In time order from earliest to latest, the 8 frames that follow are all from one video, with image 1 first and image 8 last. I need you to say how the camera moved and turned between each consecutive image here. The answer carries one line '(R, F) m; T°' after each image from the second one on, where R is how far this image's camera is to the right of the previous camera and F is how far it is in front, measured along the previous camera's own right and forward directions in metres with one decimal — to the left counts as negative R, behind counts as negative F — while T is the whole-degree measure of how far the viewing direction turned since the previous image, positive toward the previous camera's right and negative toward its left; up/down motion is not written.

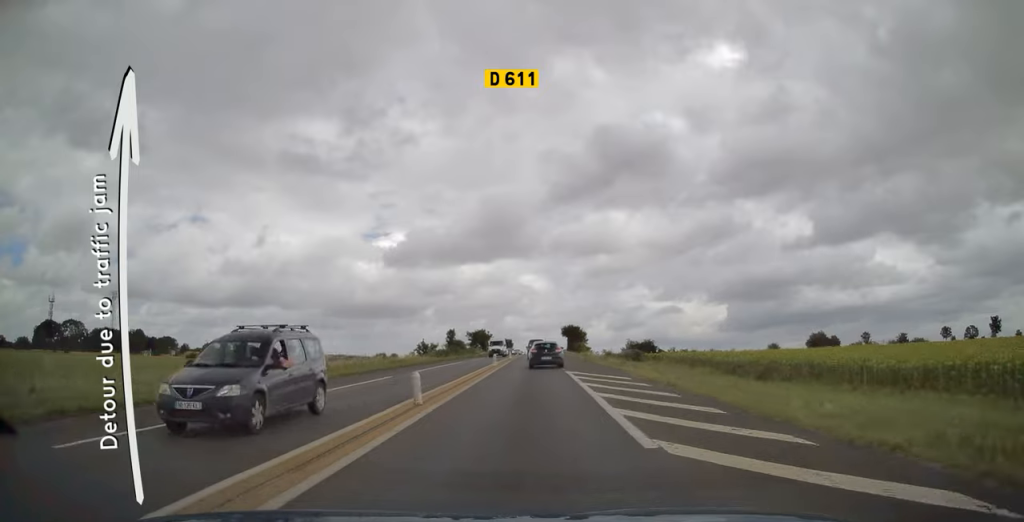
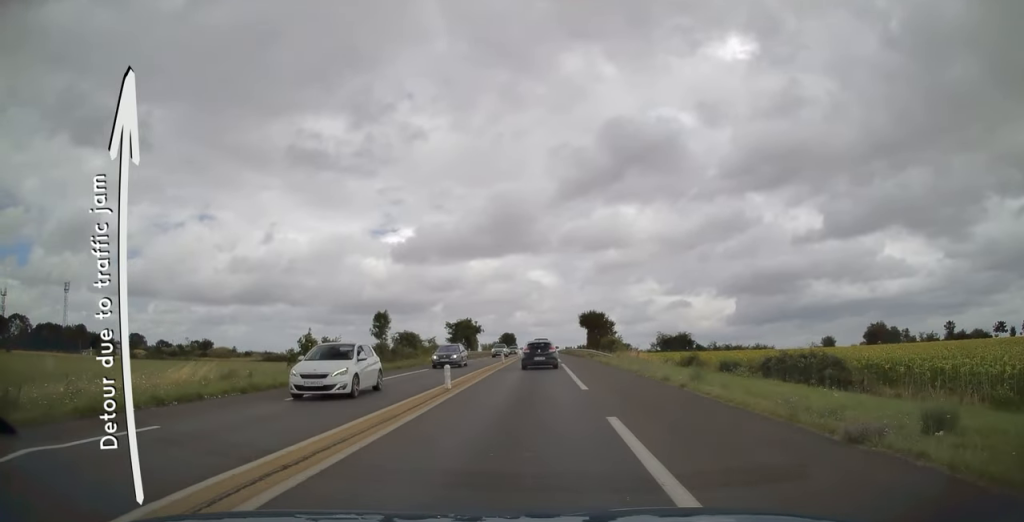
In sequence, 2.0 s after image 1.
(0.0, +43.3) m; 0°
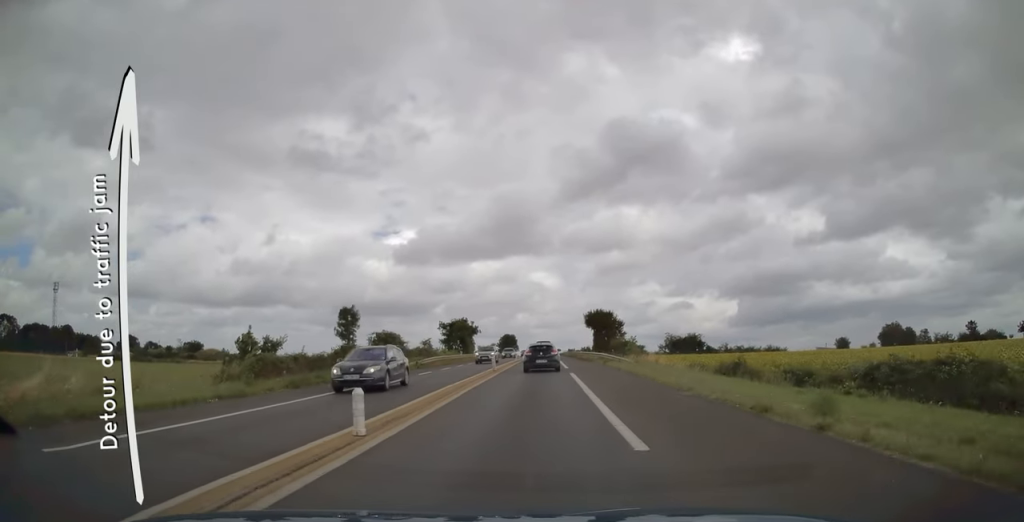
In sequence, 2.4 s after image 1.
(0.0, +9.0) m; 0°
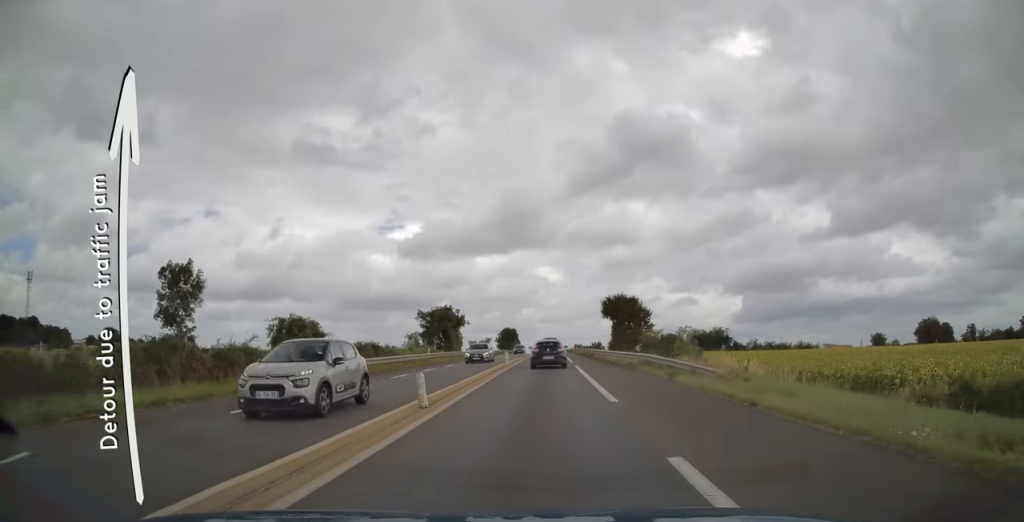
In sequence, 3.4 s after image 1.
(-0.2, +20.4) m; 0°
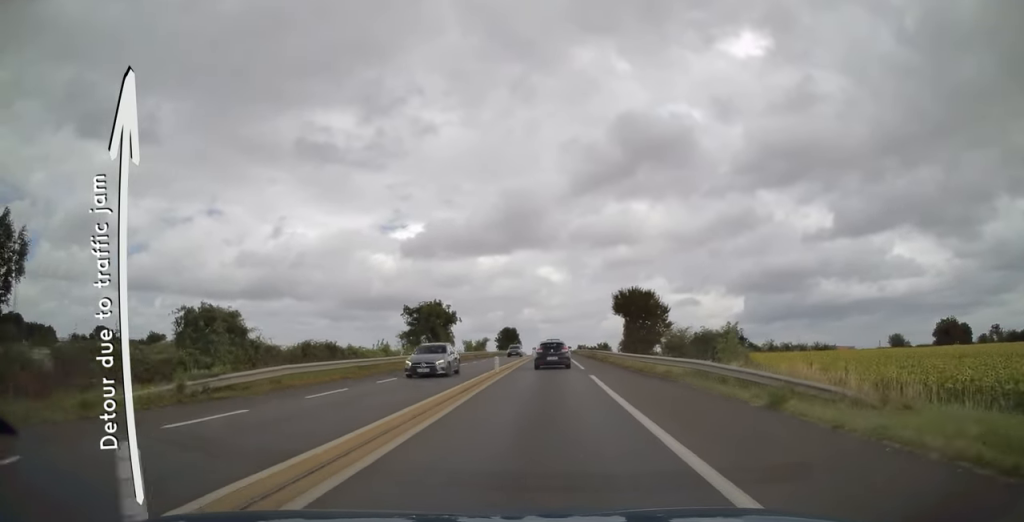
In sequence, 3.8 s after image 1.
(0.0, +9.3) m; 0°
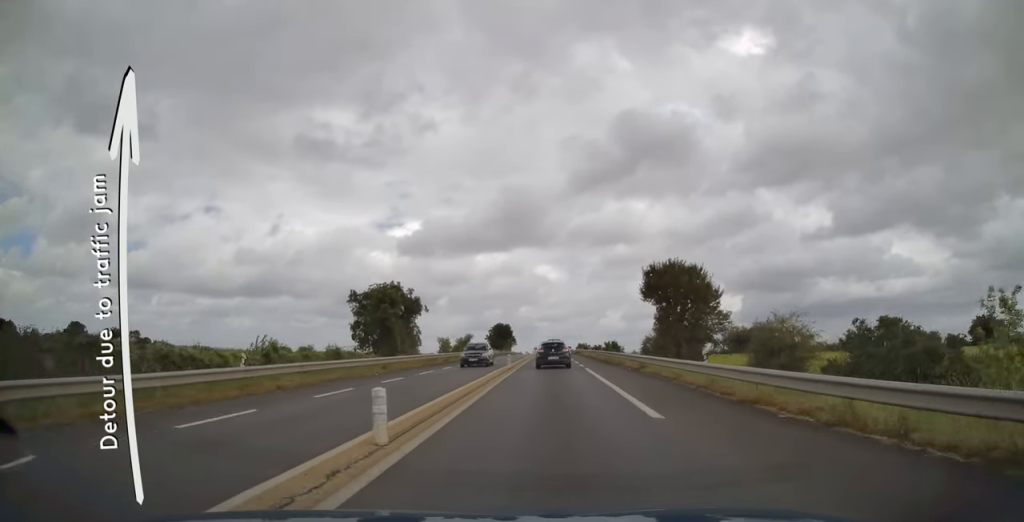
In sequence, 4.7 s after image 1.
(0.0, +19.3) m; 0°
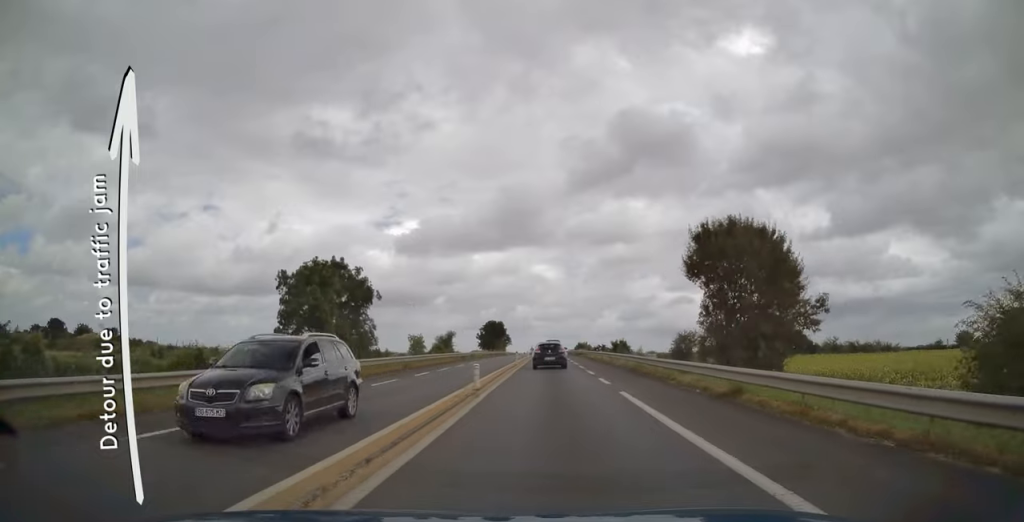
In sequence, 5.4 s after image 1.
(0.0, +14.3) m; 0°
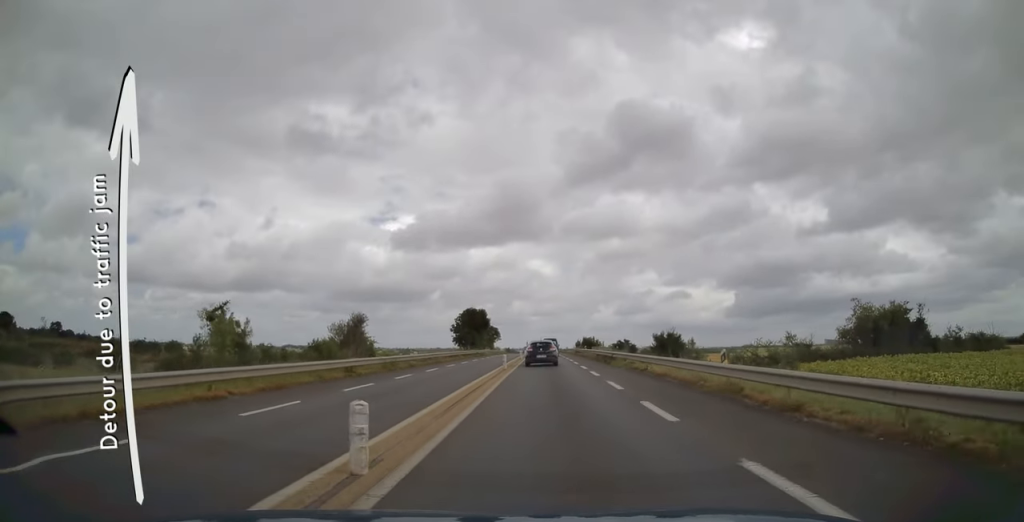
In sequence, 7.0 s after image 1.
(0.0, +35.6) m; +1°
